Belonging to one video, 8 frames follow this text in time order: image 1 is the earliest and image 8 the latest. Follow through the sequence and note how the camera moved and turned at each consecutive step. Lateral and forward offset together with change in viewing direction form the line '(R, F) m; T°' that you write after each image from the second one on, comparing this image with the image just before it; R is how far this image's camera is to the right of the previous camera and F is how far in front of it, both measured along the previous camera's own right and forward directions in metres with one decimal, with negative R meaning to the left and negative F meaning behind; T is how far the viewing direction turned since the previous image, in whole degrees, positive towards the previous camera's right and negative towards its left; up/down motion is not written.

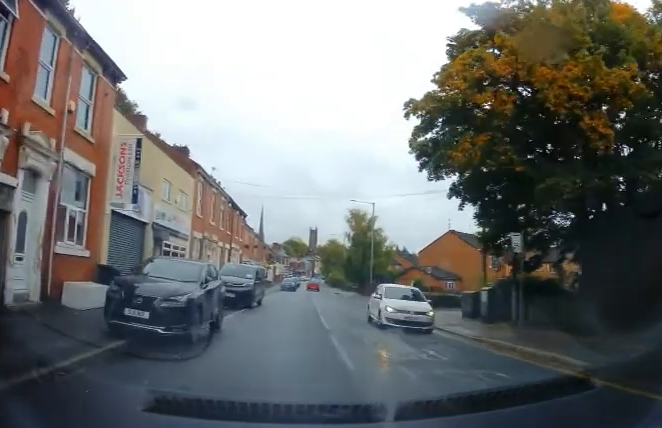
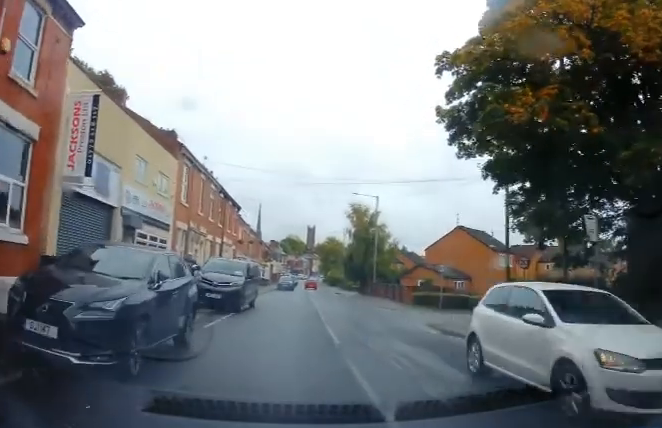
(0.0, +3.5) m; 0°
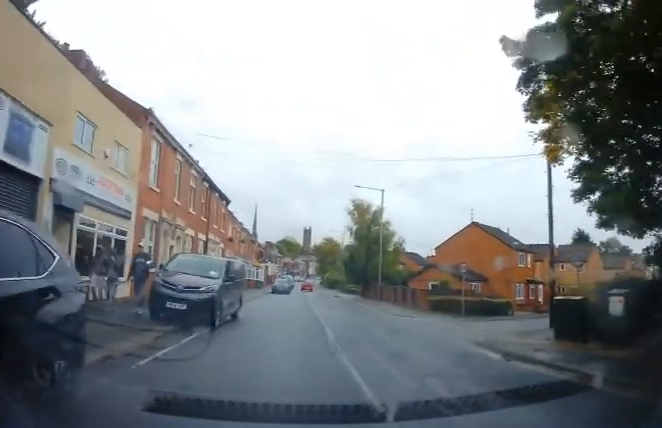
(+0.1, +4.5) m; -2°
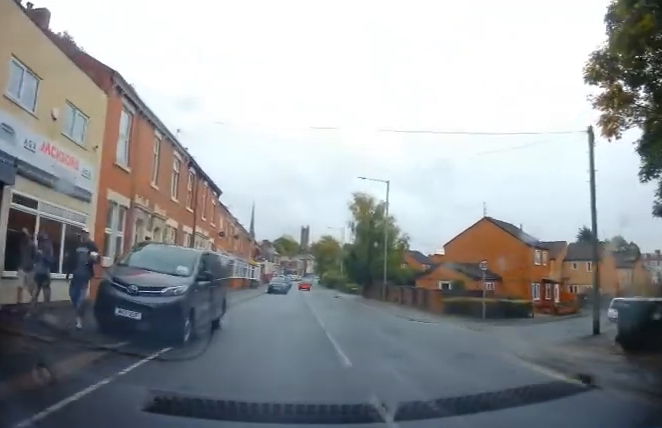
(0.0, +3.5) m; -1°
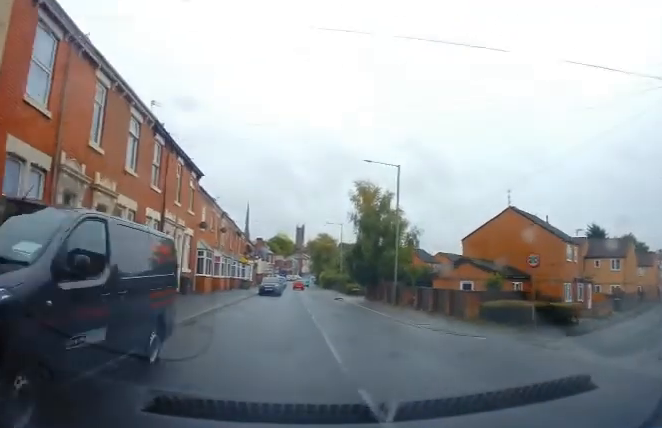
(-0.4, +5.5) m; +1°
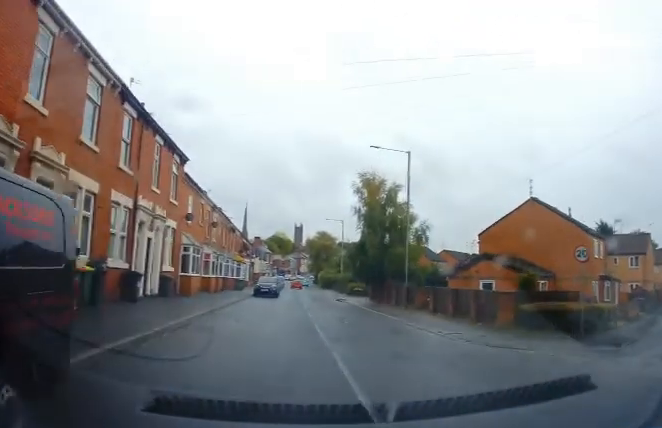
(+0.1, +3.4) m; +1°
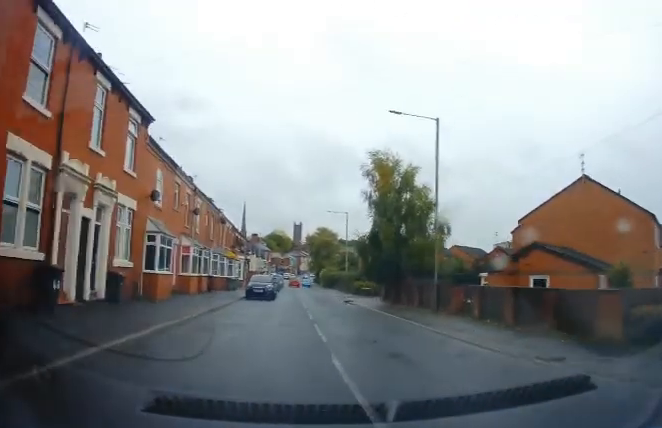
(+0.4, +6.4) m; +3°
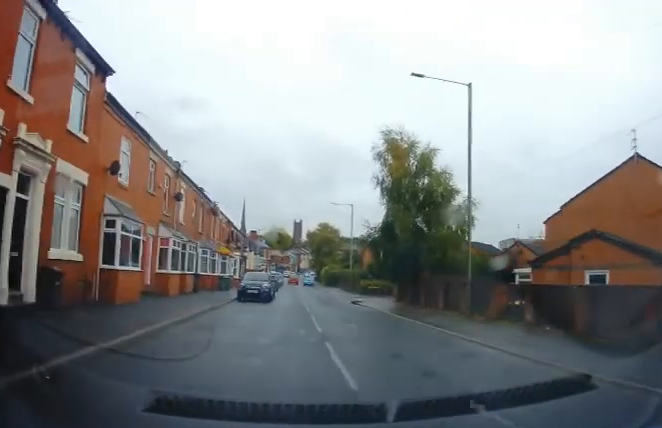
(0.0, +4.4) m; 0°
